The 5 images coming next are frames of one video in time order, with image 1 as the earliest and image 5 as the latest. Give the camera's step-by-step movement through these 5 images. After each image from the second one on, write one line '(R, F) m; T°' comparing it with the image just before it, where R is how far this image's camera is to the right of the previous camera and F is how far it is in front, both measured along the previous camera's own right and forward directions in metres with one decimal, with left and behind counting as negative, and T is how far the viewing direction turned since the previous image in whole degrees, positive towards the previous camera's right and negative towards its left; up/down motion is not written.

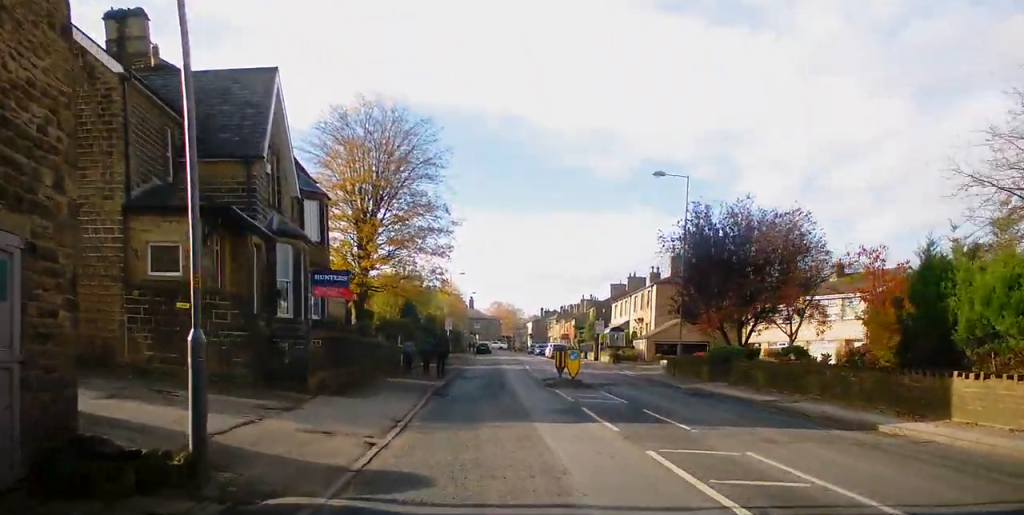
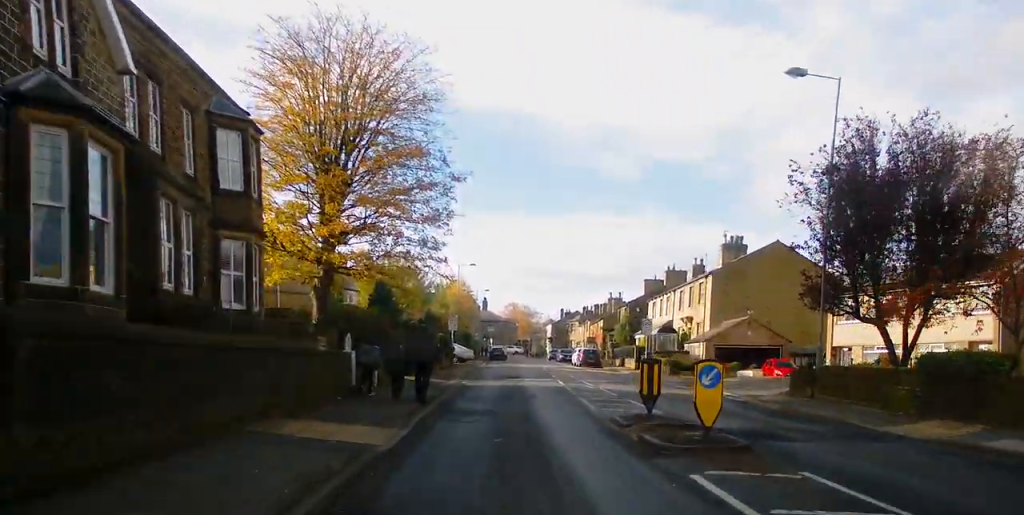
(+0.5, +13.4) m; +1°
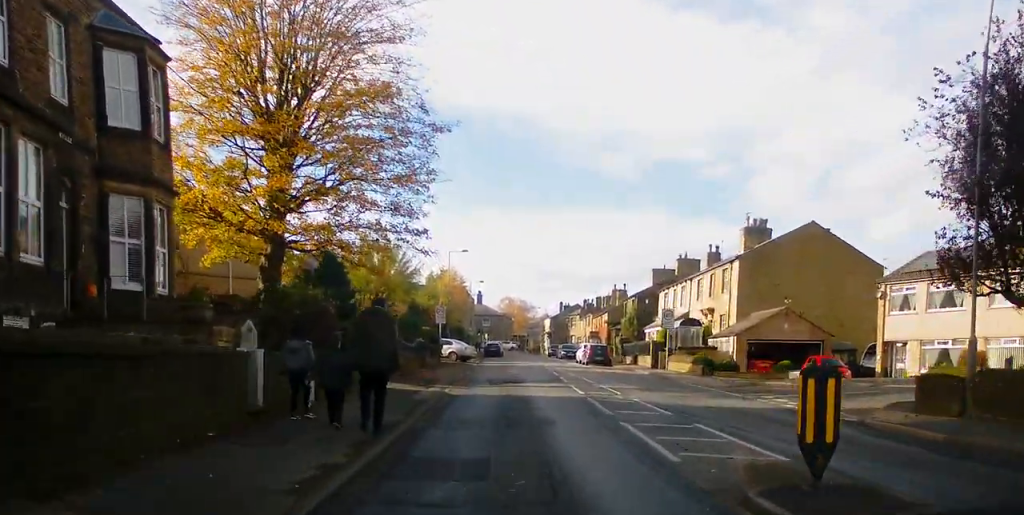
(0.0, +7.1) m; -1°
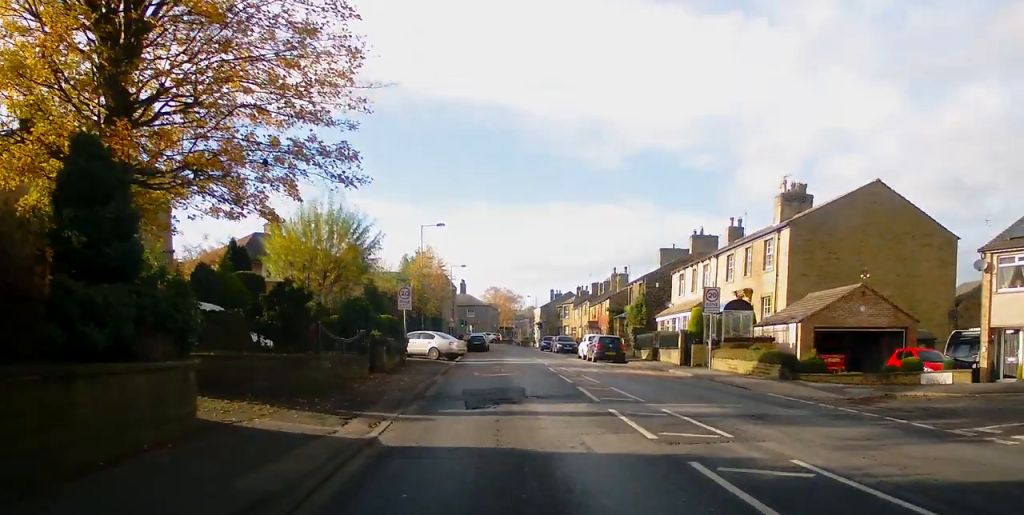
(-0.3, +10.5) m; +2°
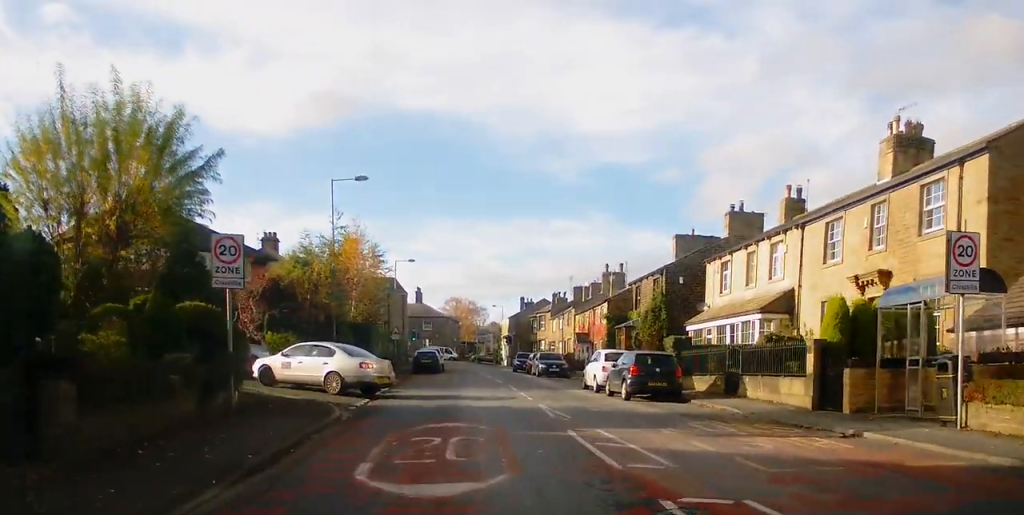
(+1.3, +19.4) m; +4°
